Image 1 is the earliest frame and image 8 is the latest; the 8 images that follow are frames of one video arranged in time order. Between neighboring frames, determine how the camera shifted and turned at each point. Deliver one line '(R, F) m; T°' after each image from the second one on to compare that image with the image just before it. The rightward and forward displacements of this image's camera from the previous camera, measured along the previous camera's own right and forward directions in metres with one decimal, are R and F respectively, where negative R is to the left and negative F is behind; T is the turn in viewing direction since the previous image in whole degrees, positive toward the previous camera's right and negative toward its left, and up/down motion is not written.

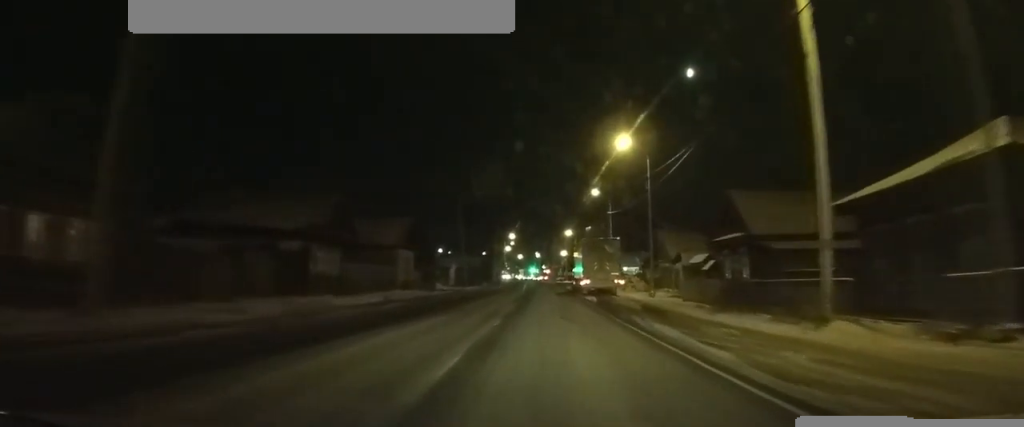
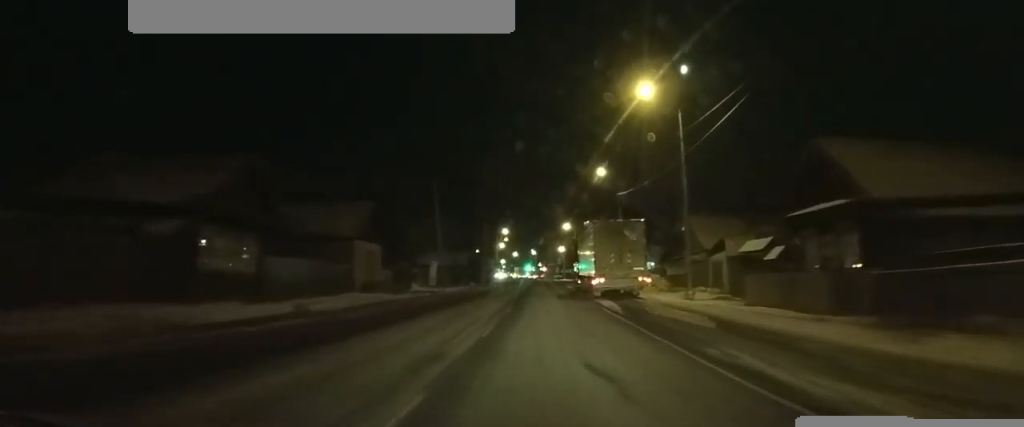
(0.0, +11.1) m; 0°
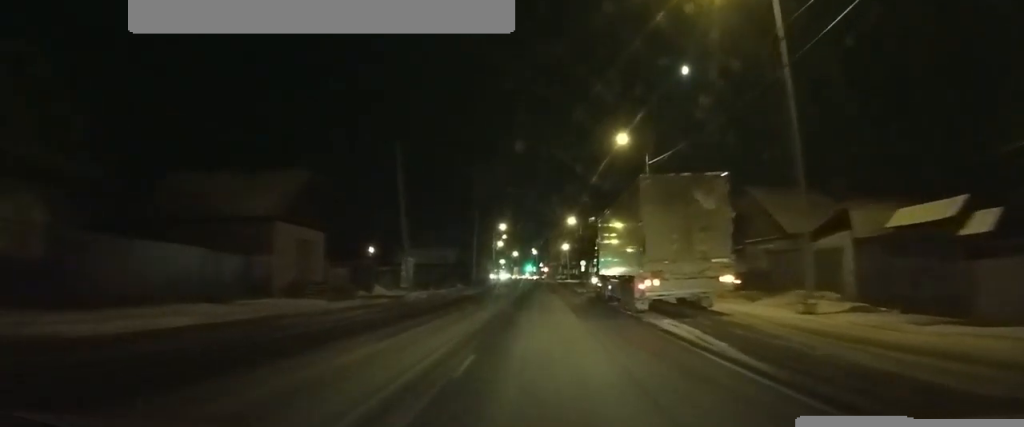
(0.0, +13.4) m; 0°
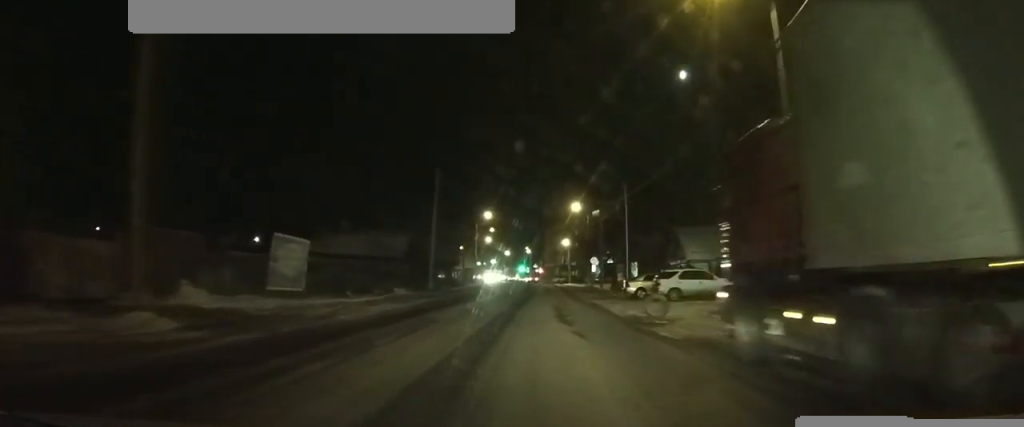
(+0.4, +24.2) m; +2°
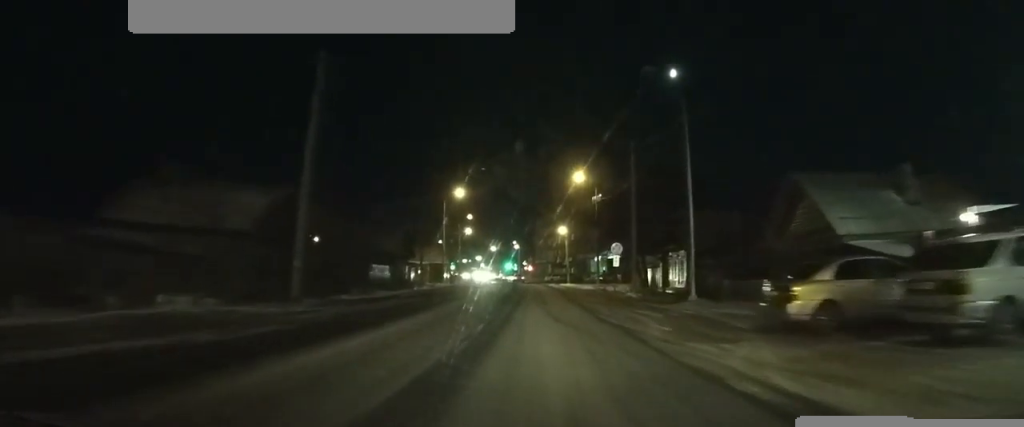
(0.0, +23.6) m; 0°
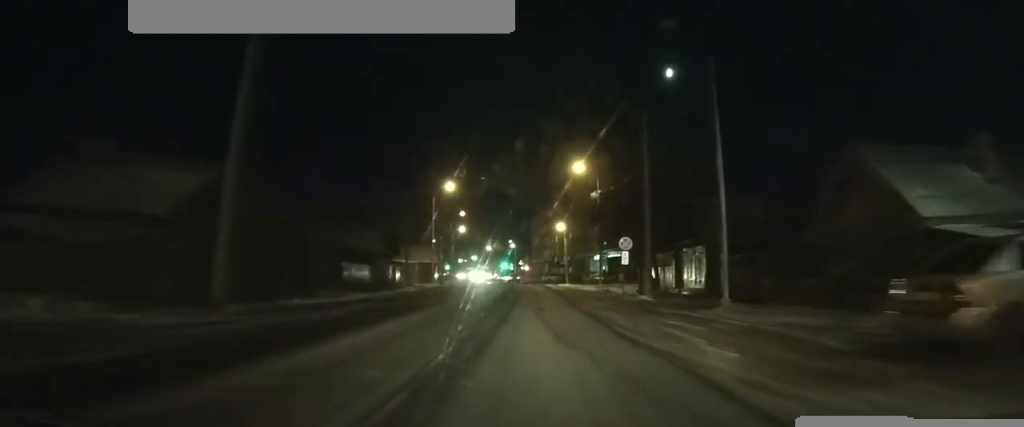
(0.0, +5.1) m; 0°
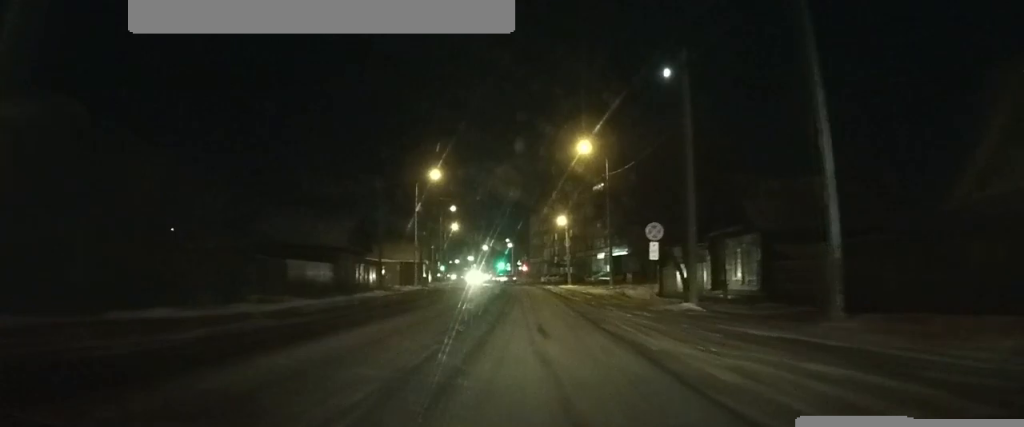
(0.0, +8.4) m; 0°
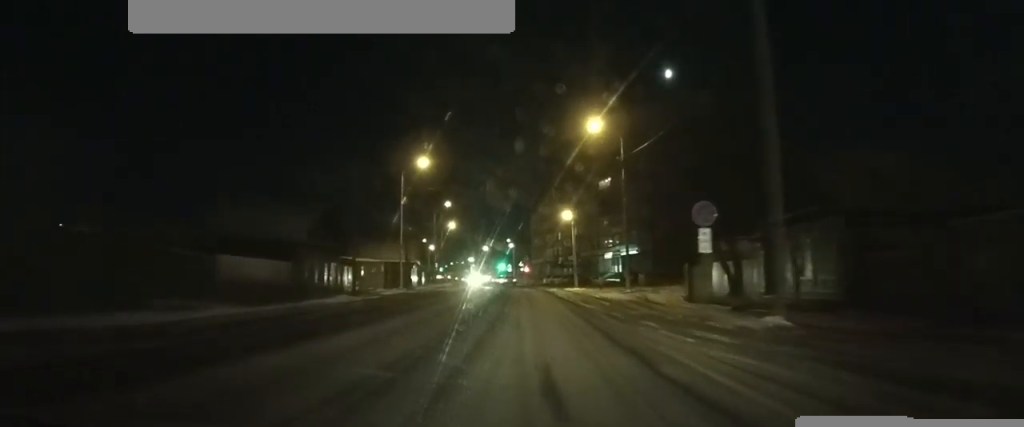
(0.0, +6.9) m; 0°
